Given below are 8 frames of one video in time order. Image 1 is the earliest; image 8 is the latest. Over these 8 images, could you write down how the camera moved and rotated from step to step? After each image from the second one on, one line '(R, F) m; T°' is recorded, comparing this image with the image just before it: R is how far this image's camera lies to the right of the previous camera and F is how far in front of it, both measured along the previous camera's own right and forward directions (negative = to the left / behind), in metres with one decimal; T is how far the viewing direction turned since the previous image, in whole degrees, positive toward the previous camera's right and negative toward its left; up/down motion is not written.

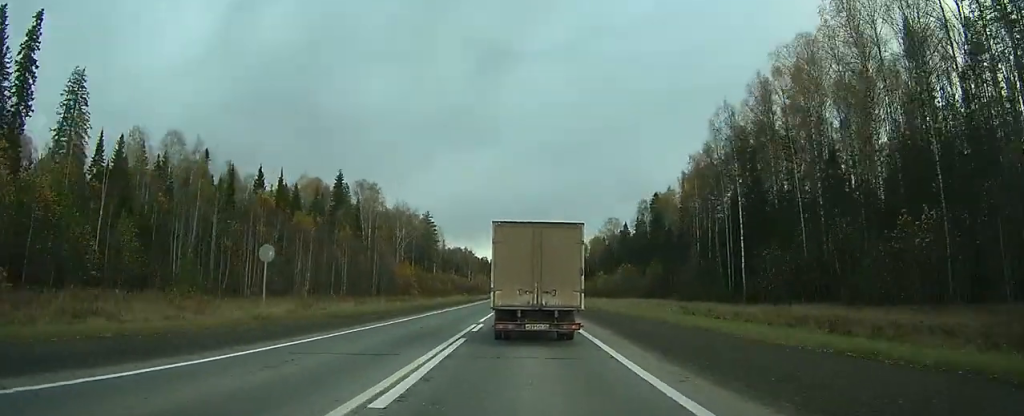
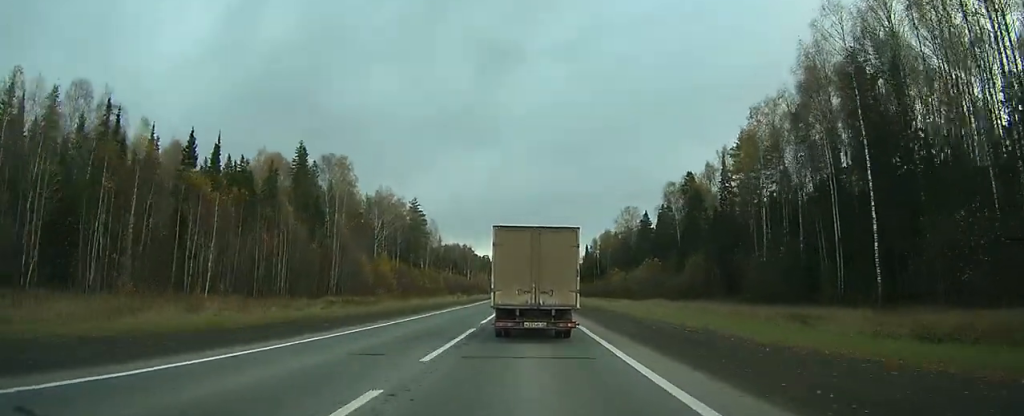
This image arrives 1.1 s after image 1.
(-0.1, +25.9) m; 0°
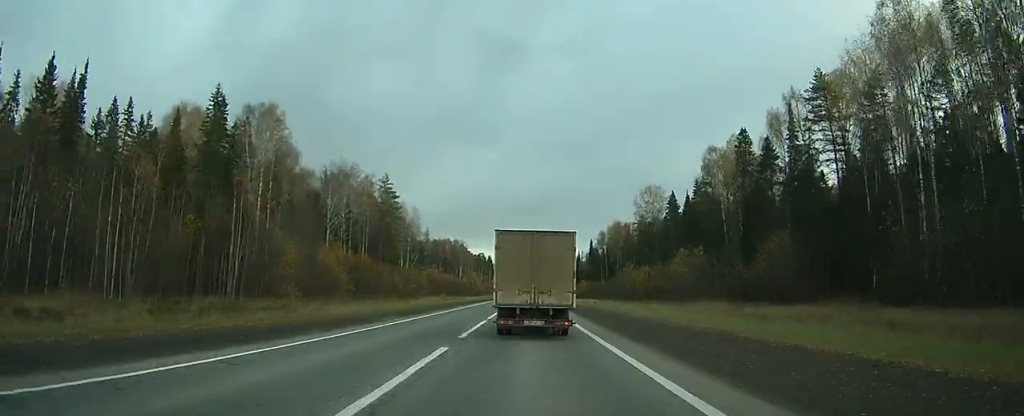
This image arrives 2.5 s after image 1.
(0.0, +30.4) m; 0°
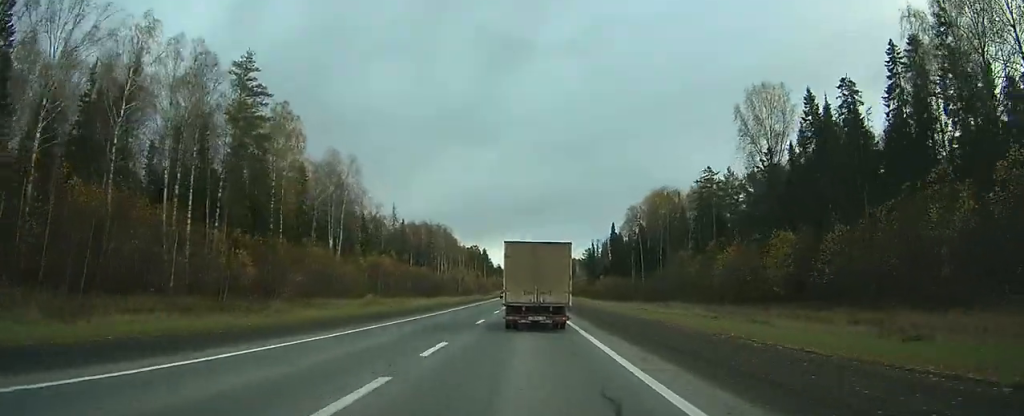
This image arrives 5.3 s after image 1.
(-0.1, +64.7) m; 0°
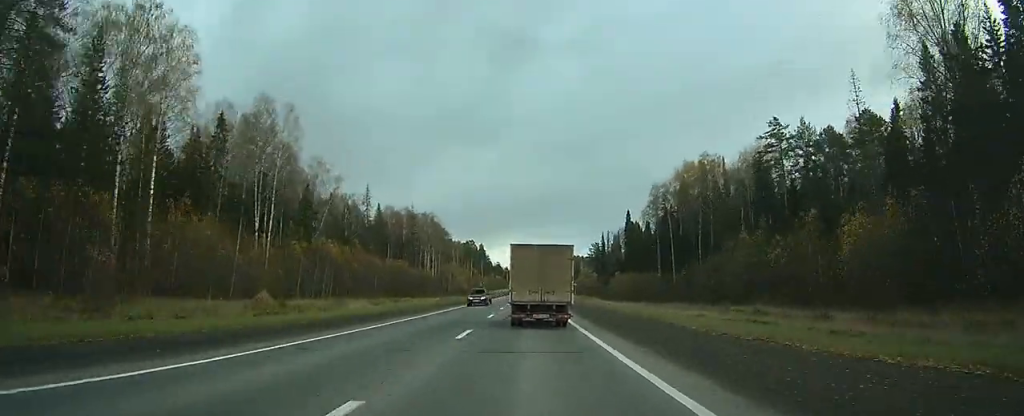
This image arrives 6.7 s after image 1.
(0.0, +31.6) m; 0°
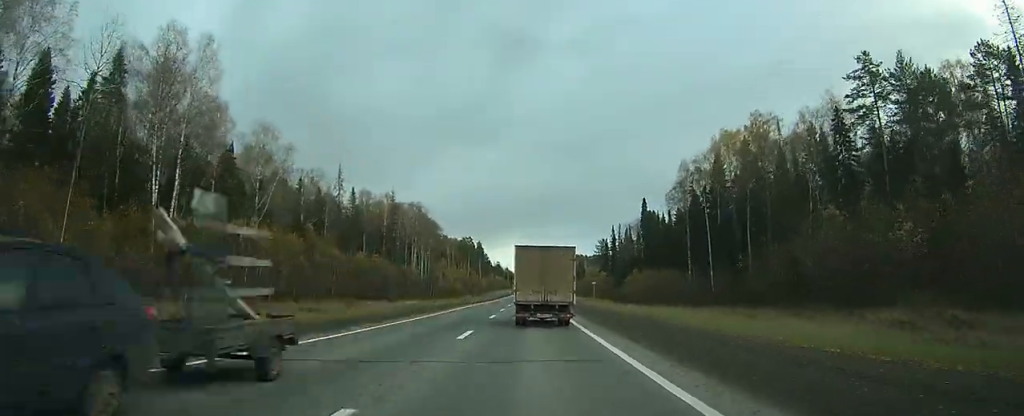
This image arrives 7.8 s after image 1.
(0.0, +24.1) m; 0°
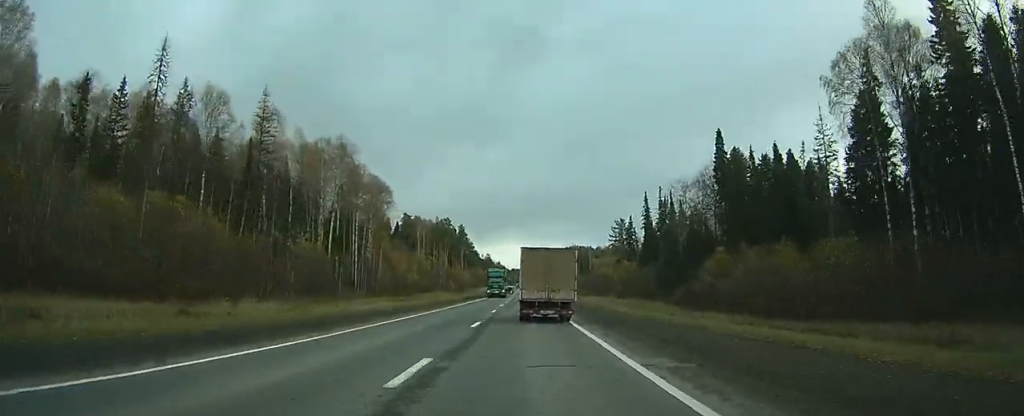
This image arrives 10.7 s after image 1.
(-0.1, +66.8) m; 0°
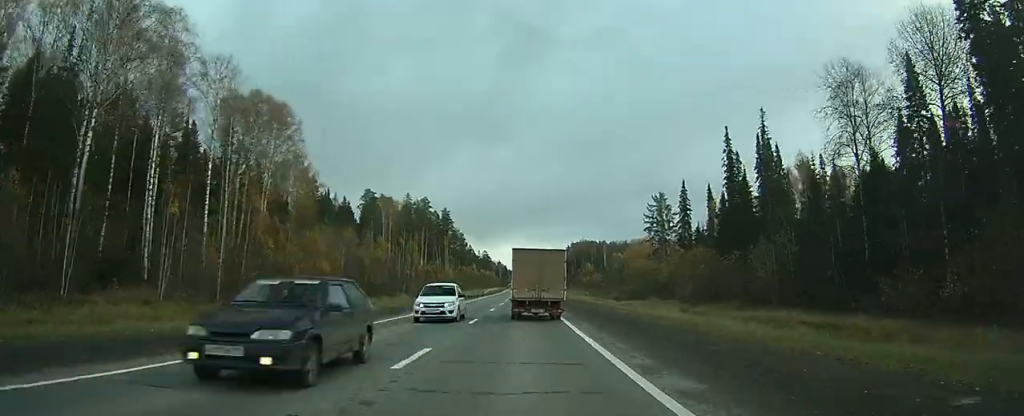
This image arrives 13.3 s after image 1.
(+0.3, +59.1) m; +1°
